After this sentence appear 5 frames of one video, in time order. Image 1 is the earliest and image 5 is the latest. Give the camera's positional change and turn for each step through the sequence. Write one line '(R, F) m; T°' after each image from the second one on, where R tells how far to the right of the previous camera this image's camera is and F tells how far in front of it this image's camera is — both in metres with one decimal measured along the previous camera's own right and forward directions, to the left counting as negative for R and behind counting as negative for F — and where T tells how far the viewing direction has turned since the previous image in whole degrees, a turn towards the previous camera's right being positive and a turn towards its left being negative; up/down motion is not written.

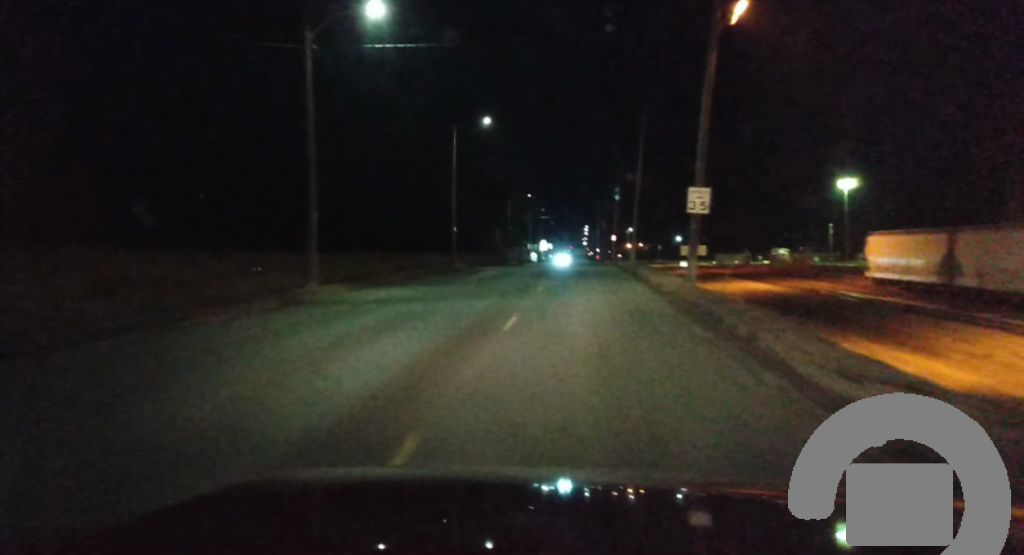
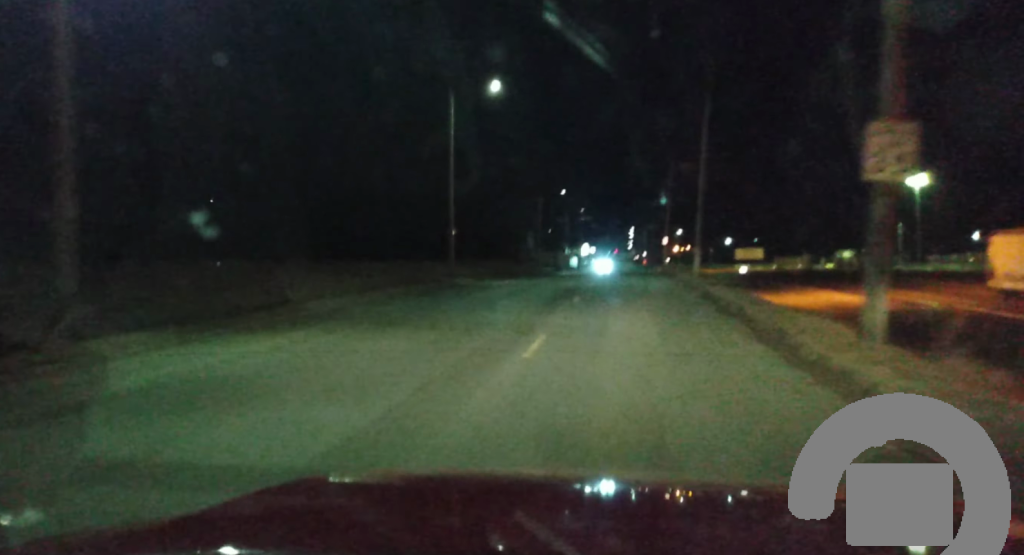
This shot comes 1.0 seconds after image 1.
(+0.1, +15.9) m; 0°
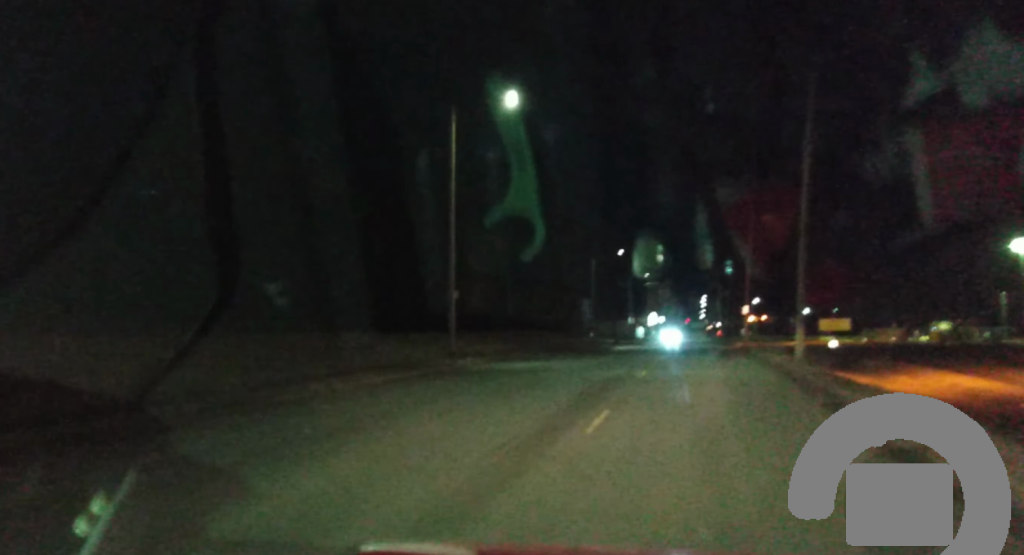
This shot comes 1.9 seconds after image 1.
(-0.1, +13.2) m; -1°
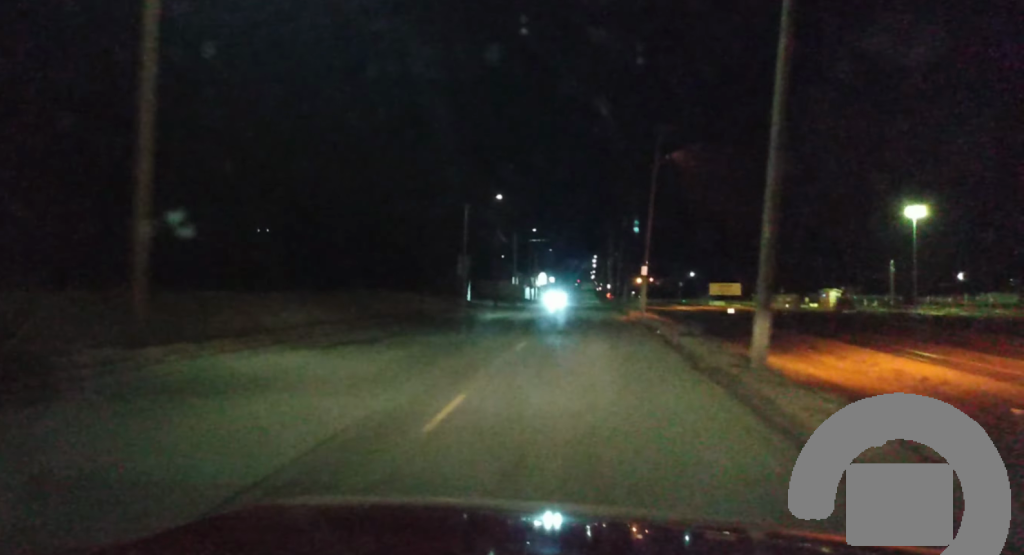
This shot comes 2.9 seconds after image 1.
(-0.2, +14.7) m; -1°
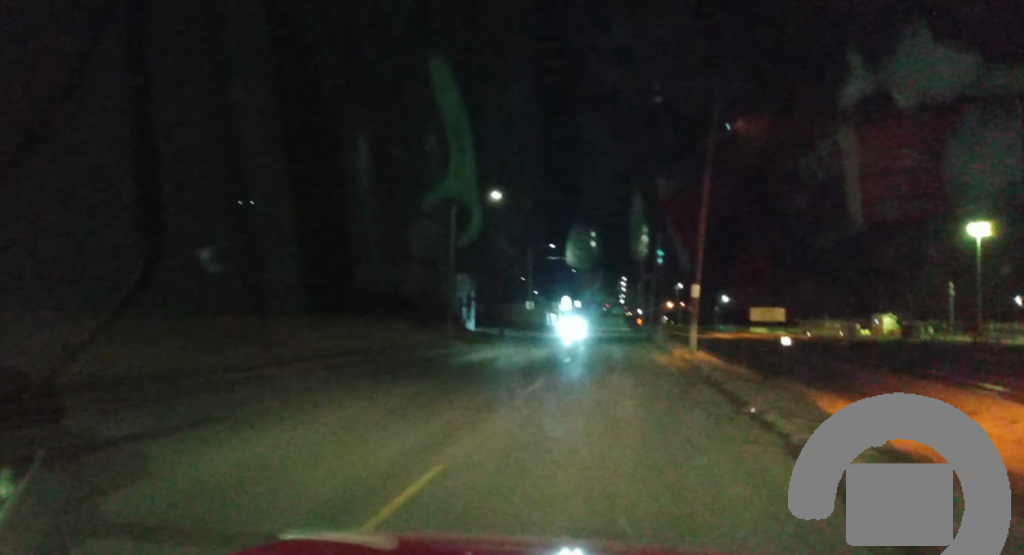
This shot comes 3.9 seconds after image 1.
(0.0, +15.6) m; 0°
